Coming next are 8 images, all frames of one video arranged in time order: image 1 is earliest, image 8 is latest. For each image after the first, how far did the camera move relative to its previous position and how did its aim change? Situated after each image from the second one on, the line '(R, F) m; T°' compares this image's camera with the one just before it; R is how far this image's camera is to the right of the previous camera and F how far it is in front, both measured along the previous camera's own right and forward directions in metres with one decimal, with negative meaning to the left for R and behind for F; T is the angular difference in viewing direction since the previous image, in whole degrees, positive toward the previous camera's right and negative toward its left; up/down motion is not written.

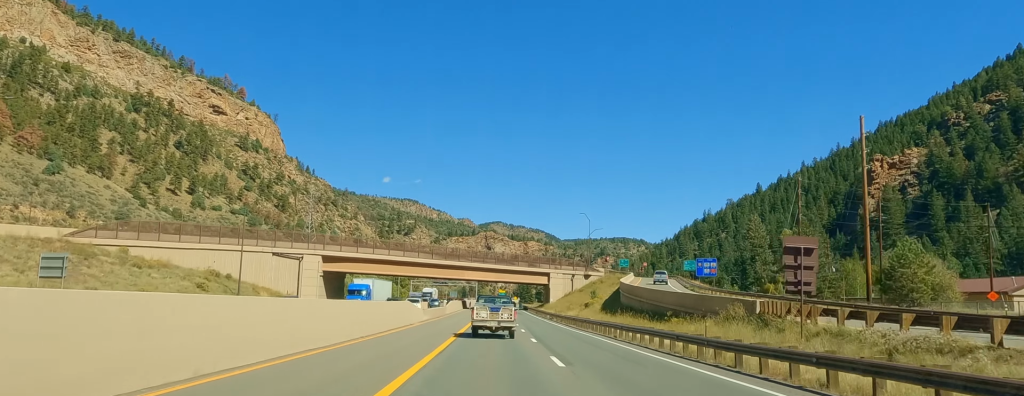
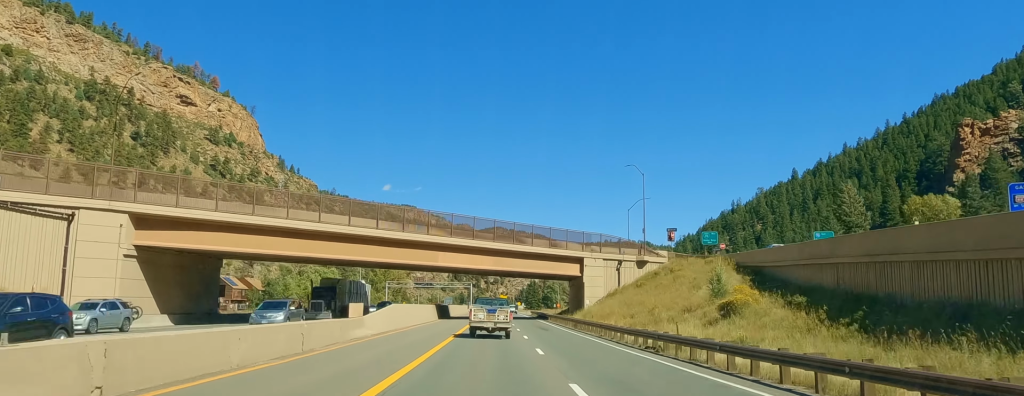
(-0.1, +55.9) m; 0°
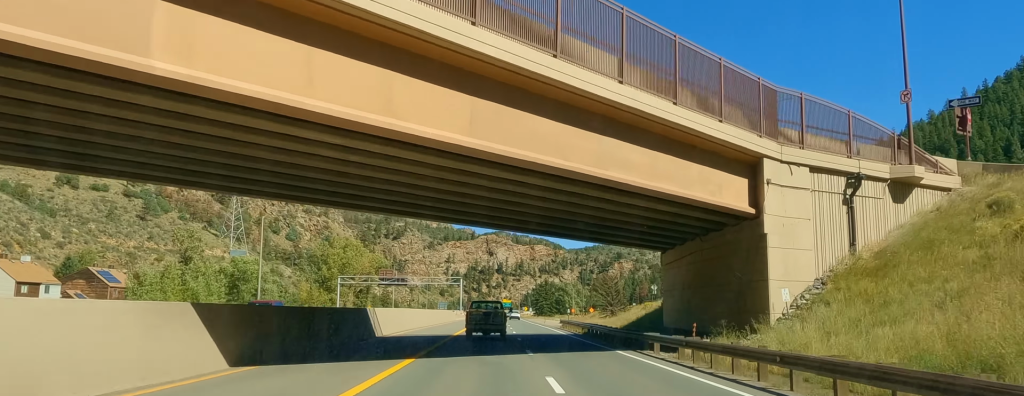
(-0.2, +59.9) m; -1°
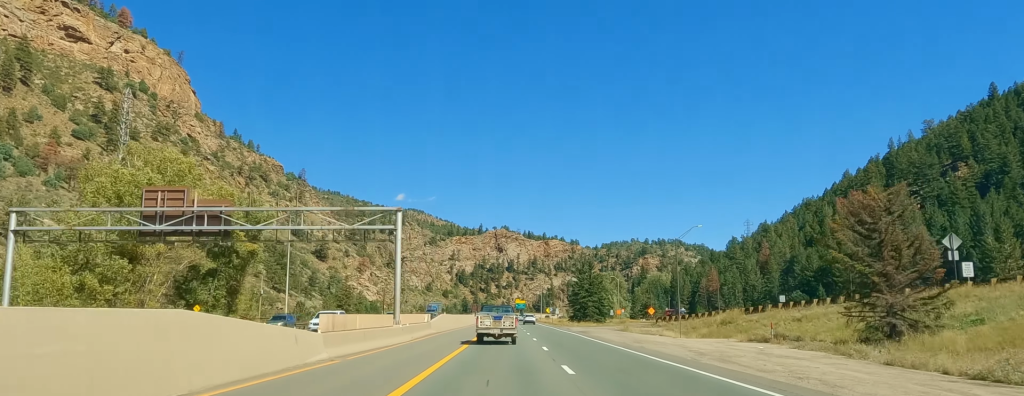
(-0.3, +91.4) m; 0°
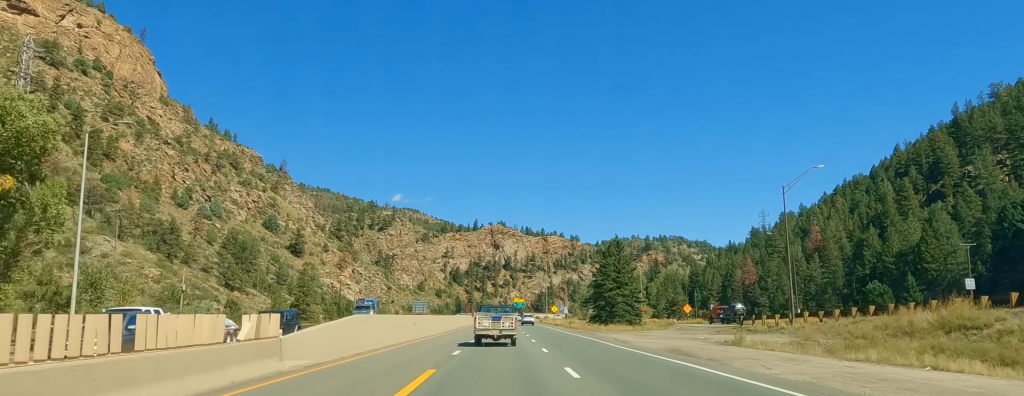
(0.0, +37.9) m; 0°
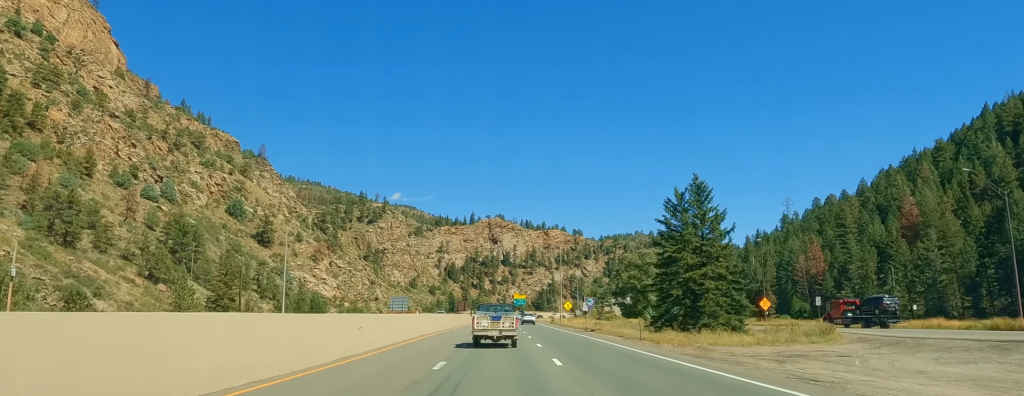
(0.0, +42.8) m; 0°
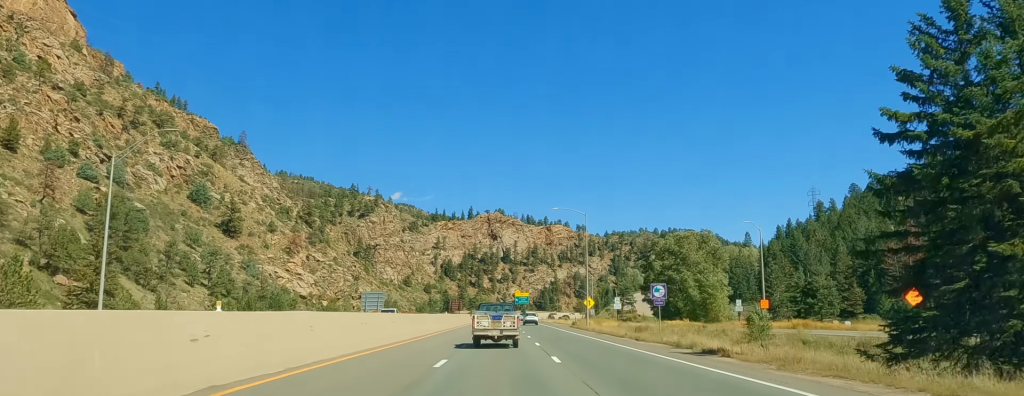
(0.0, +36.0) m; 0°
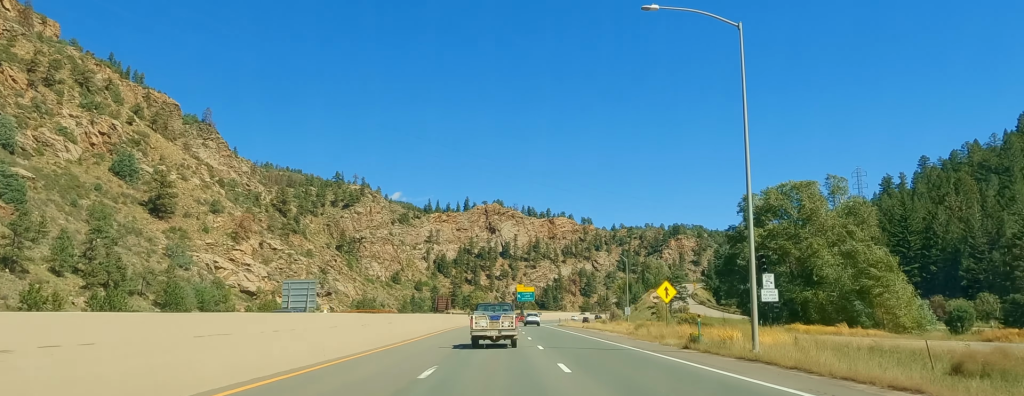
(0.0, +52.2) m; +1°
